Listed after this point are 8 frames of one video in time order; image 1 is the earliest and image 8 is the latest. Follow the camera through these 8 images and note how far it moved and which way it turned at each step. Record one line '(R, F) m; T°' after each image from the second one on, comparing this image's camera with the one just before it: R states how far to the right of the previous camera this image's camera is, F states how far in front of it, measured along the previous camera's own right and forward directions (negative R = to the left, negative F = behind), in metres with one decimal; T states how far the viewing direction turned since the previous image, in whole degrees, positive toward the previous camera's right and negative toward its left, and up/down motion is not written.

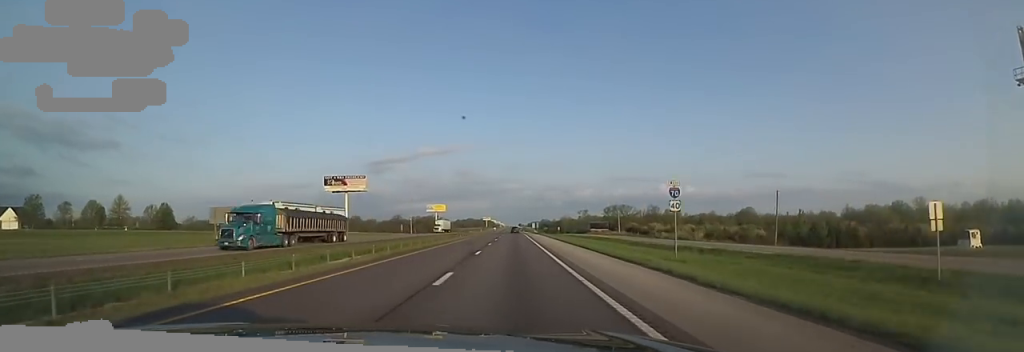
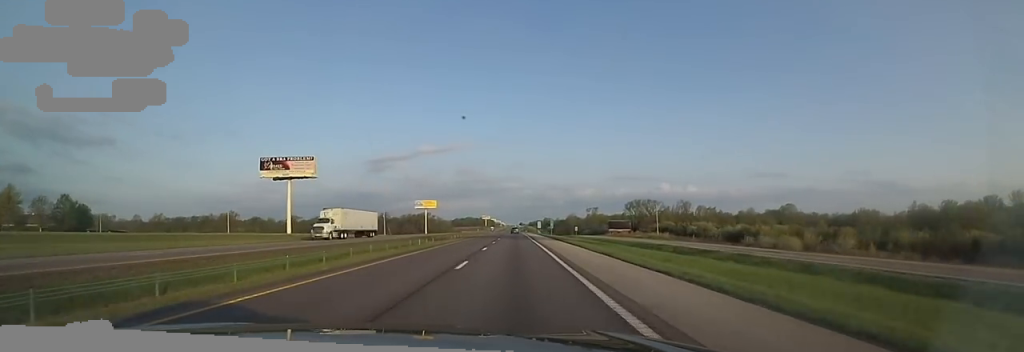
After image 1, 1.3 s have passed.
(+1.4, +43.8) m; +2°
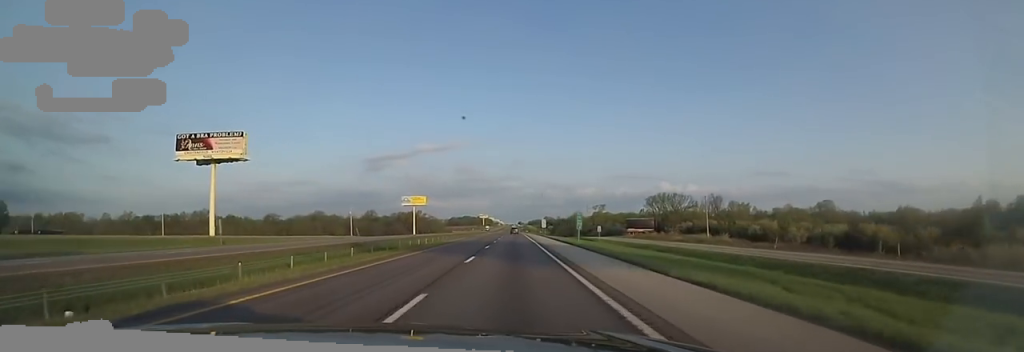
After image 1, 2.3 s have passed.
(+0.1, +33.7) m; 0°
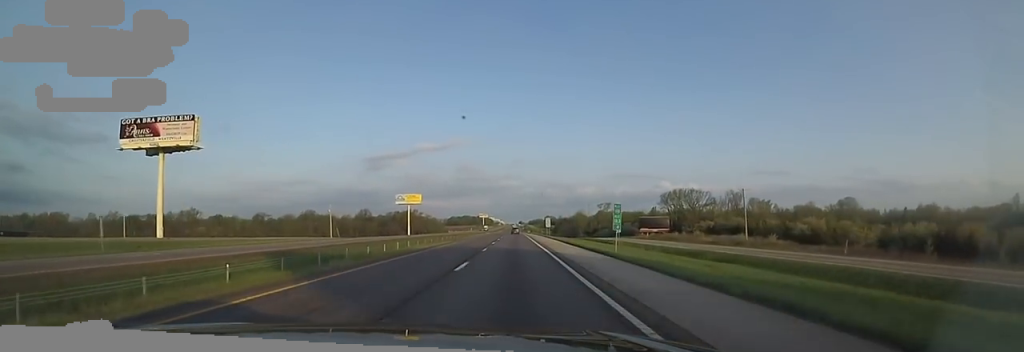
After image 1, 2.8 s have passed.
(-0.2, +15.9) m; 0°
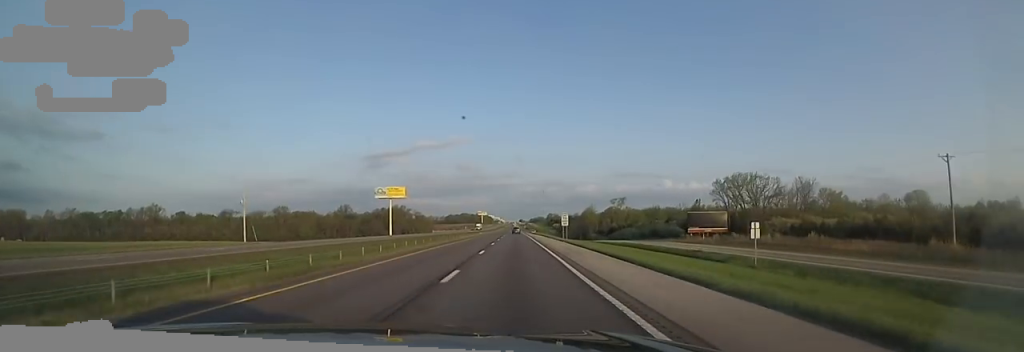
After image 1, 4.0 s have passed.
(+0.2, +40.6) m; -2°
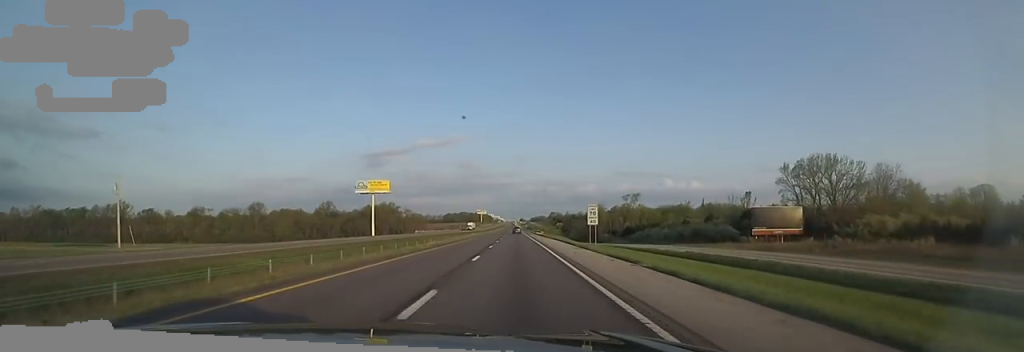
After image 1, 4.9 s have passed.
(-1.2, +28.8) m; 0°
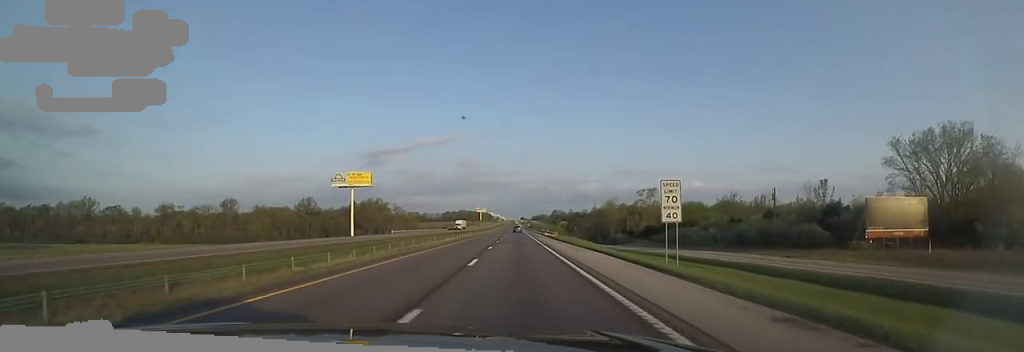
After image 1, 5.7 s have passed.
(+0.9, +26.4) m; +1°
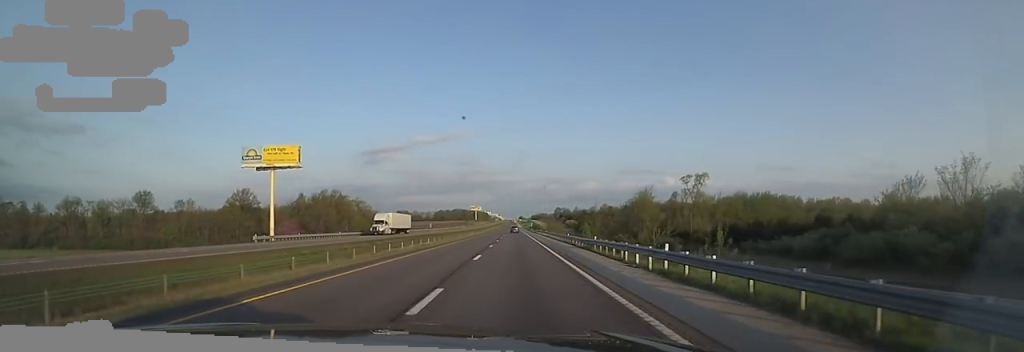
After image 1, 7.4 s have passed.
(-0.1, +57.6) m; 0°
